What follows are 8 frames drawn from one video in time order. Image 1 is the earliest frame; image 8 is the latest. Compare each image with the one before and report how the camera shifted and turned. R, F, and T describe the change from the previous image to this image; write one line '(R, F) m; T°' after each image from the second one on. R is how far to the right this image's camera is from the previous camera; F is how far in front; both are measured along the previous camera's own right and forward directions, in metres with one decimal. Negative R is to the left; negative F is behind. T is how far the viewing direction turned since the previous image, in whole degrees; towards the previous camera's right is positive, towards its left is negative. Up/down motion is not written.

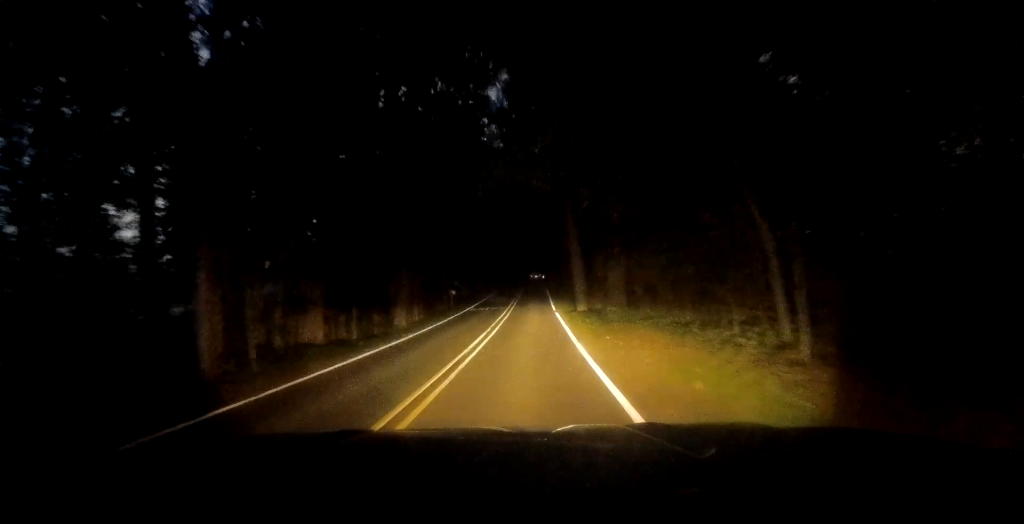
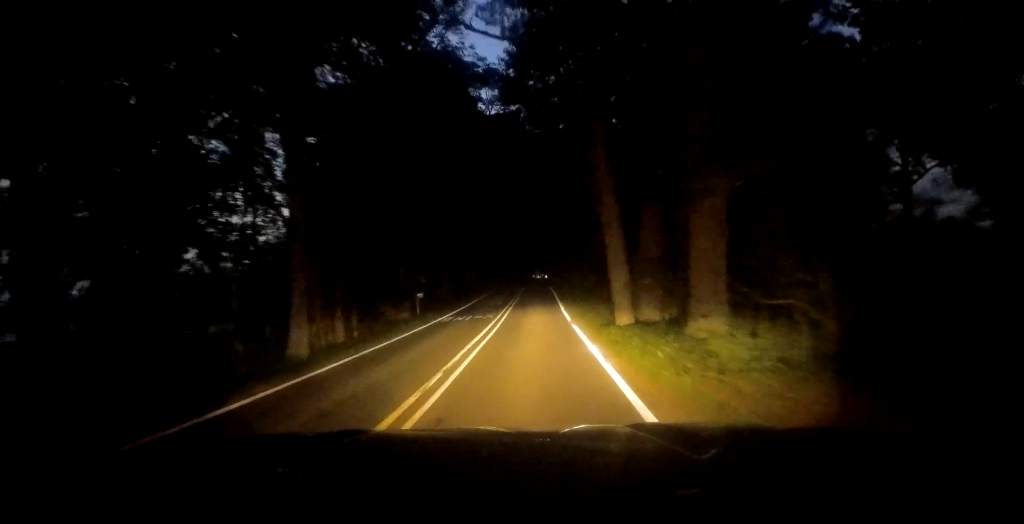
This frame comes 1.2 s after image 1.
(-0.3, +13.4) m; -2°
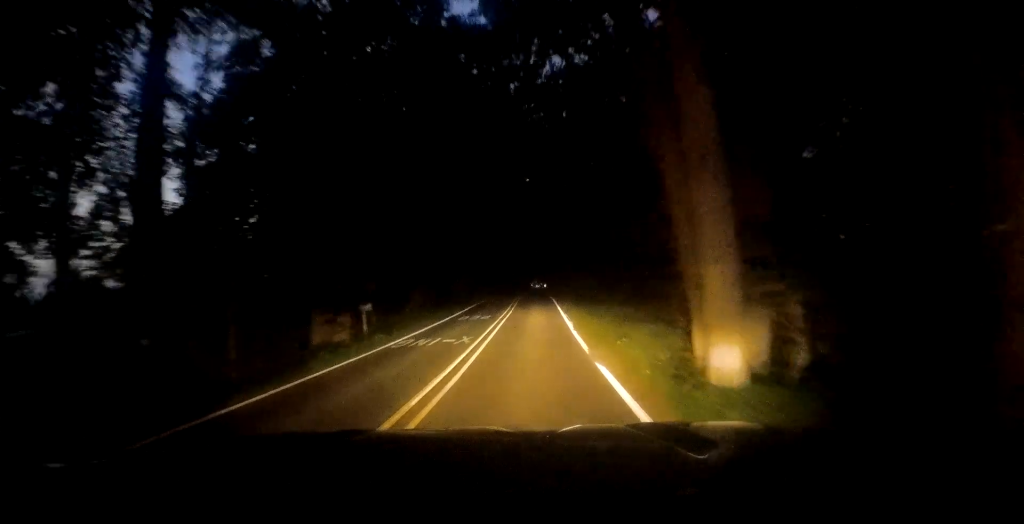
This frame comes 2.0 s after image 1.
(-0.3, +9.0) m; 0°
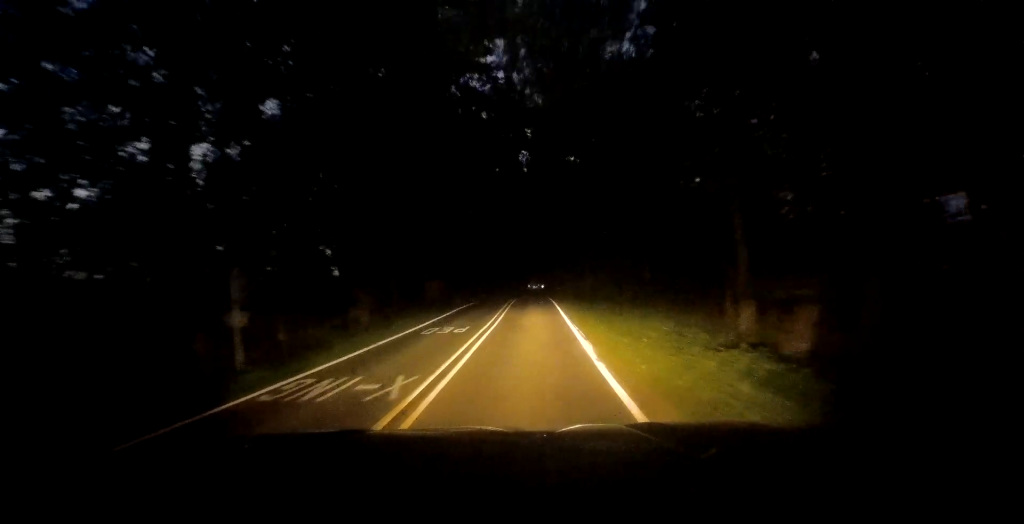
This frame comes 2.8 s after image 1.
(+0.4, +8.9) m; +2°
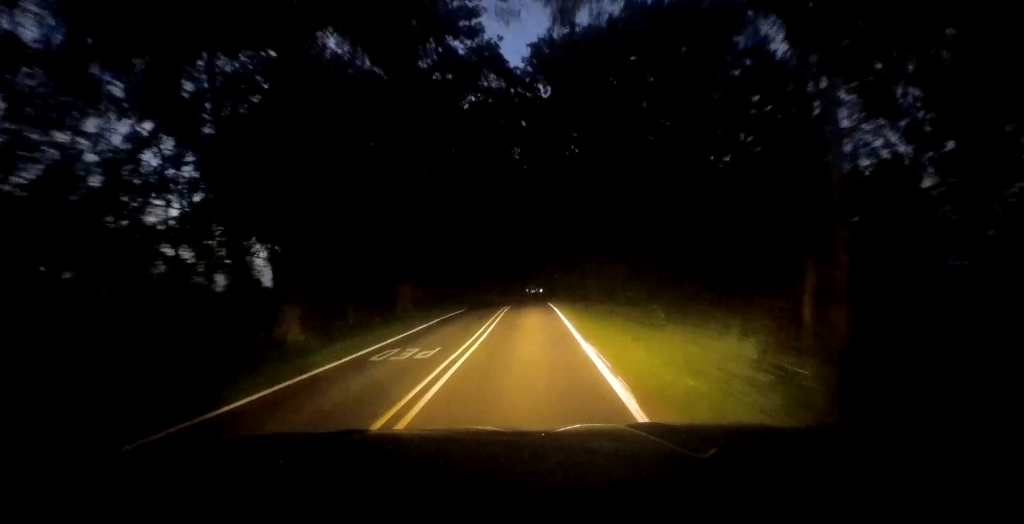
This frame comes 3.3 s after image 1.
(0.0, +6.4) m; -1°
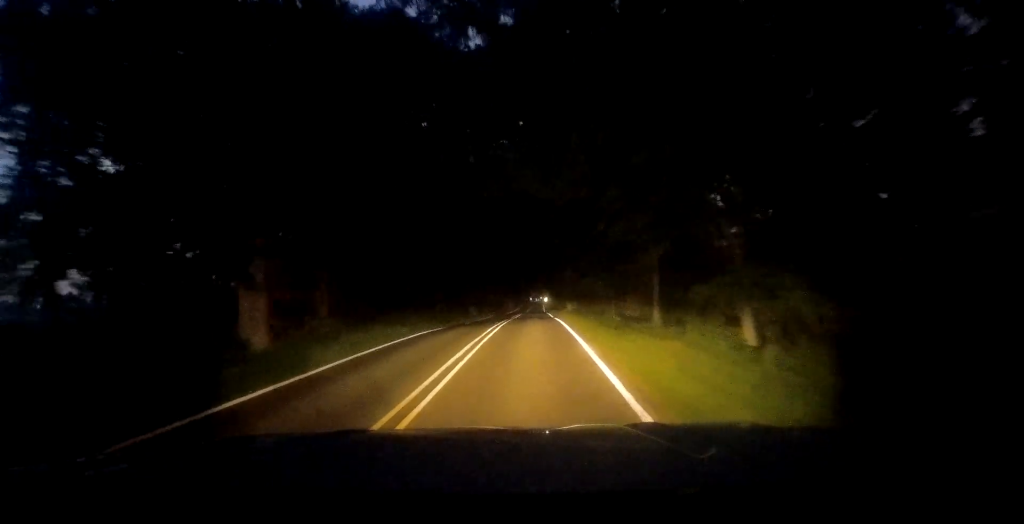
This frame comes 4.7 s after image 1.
(-0.6, +15.8) m; -4°
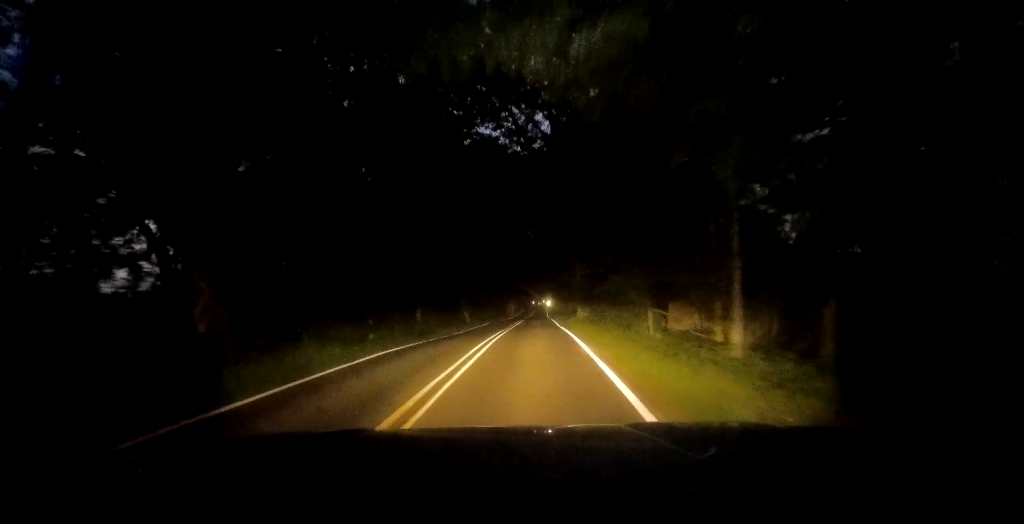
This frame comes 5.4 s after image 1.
(0.0, +7.3) m; +1°
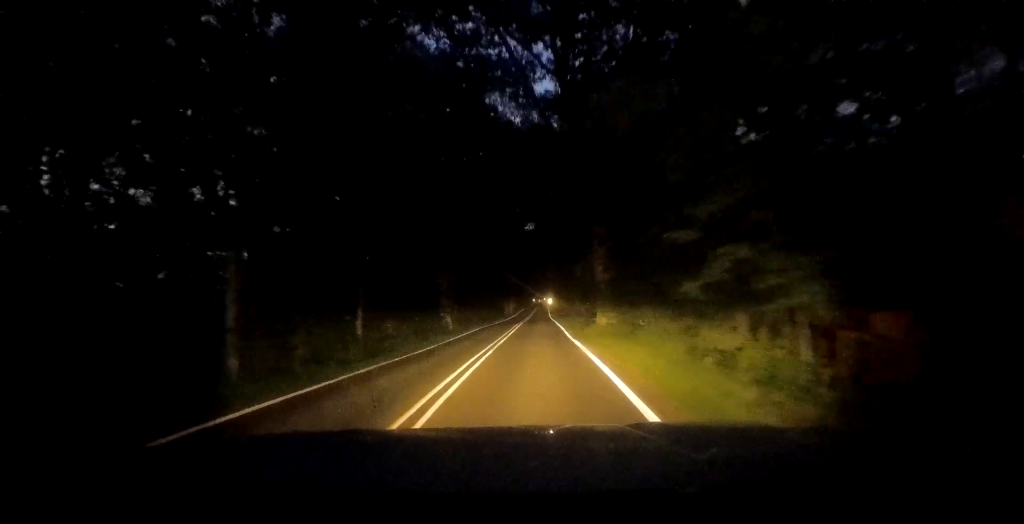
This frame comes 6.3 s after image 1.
(+0.2, +11.1) m; +3°
